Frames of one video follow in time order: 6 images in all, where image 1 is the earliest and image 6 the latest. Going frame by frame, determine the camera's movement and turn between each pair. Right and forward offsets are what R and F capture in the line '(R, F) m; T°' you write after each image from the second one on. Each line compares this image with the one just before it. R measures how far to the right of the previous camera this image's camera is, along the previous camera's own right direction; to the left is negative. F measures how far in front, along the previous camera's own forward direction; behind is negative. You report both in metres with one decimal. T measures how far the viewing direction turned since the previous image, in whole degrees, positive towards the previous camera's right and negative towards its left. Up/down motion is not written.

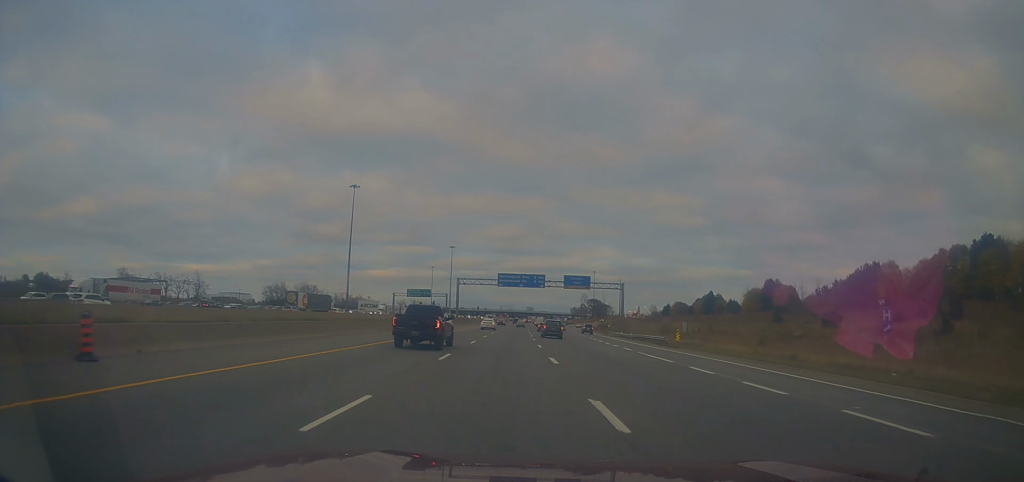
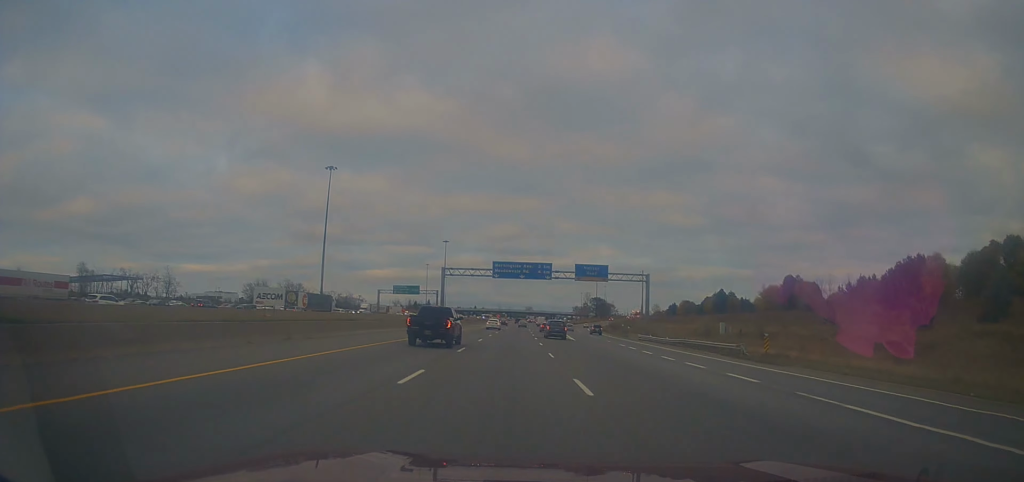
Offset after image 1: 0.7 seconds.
(+0.1, +20.3) m; 0°
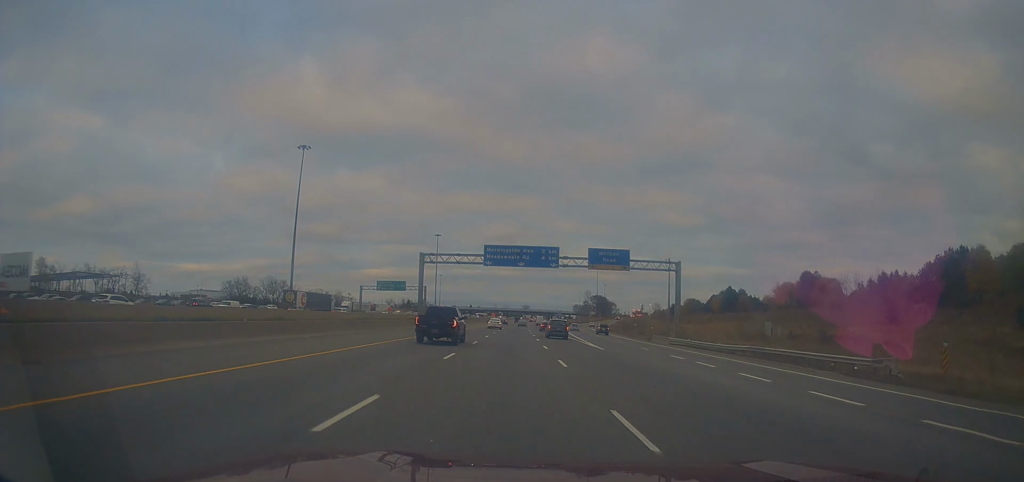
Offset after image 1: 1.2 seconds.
(+0.1, +17.3) m; 0°
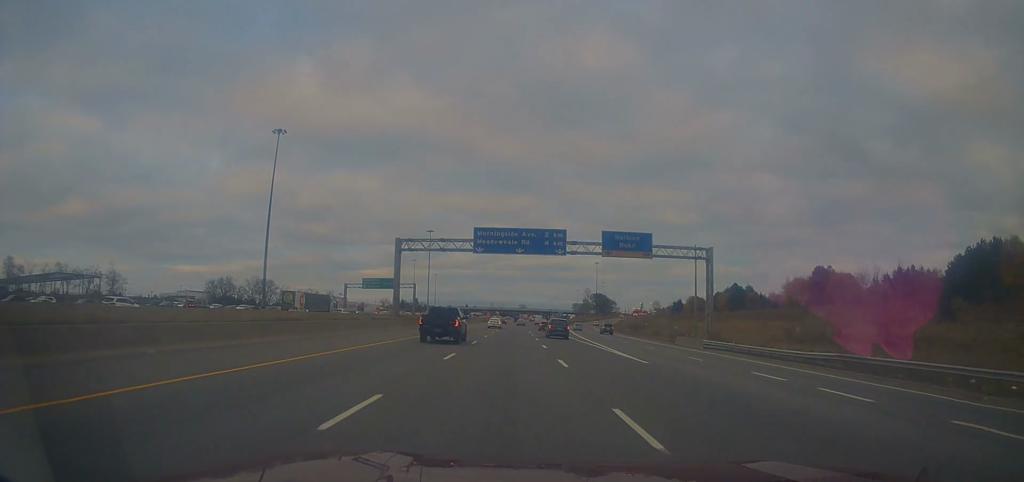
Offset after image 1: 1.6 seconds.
(-0.2, +12.2) m; 0°
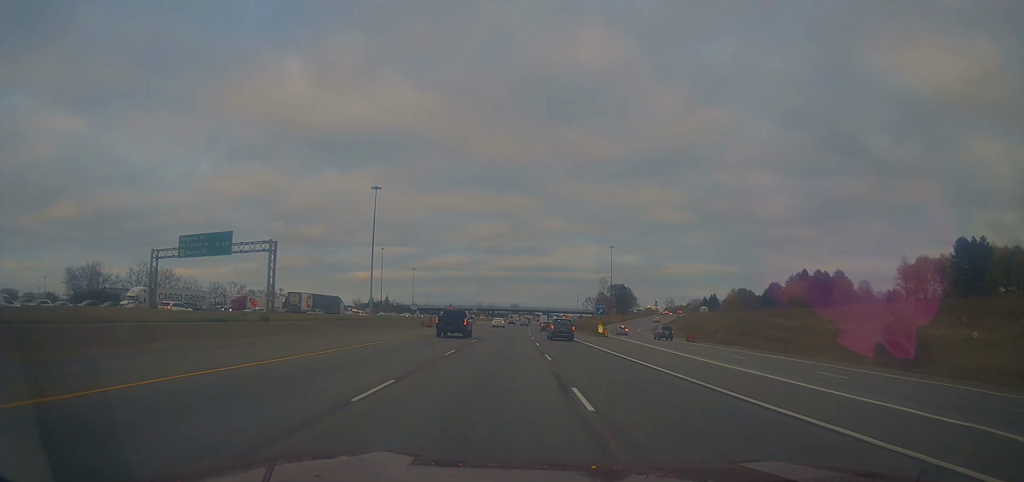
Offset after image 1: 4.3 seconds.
(+1.9, +81.7) m; +3°
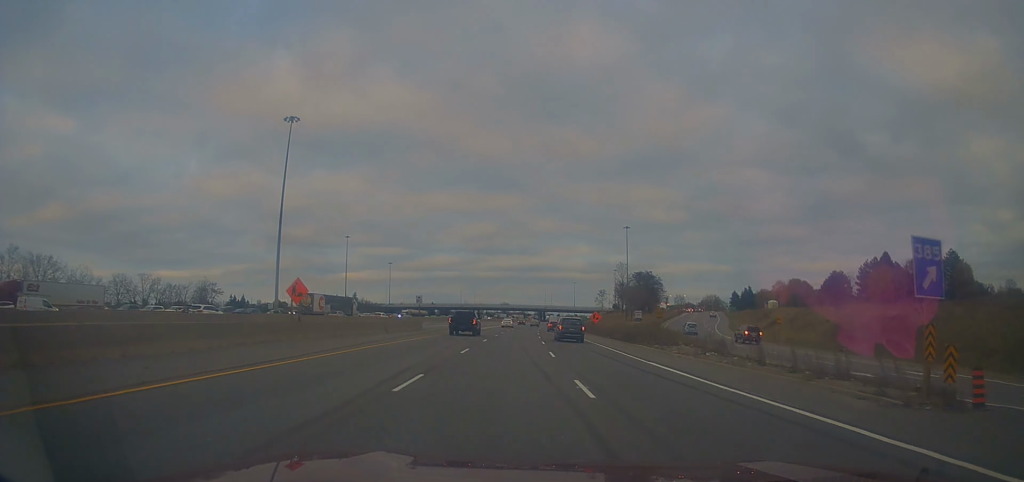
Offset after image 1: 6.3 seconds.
(-0.7, +58.4) m; -1°
